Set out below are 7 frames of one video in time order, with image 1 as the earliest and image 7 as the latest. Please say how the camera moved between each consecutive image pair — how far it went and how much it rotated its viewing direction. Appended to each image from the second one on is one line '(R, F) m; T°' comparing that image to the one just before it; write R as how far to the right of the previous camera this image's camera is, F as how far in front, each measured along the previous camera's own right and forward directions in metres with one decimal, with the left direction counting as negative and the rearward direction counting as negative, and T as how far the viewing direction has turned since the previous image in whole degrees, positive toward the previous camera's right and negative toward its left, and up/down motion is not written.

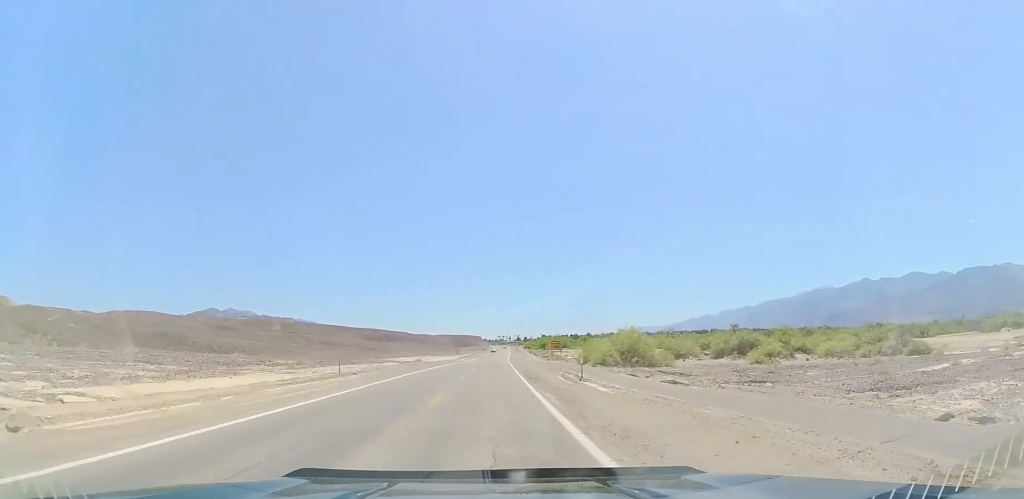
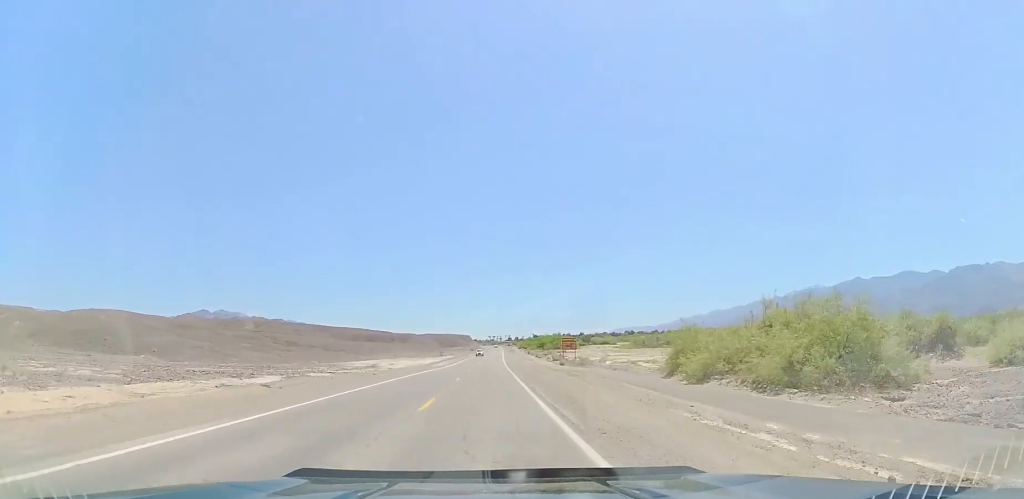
(+0.3, +32.1) m; +1°
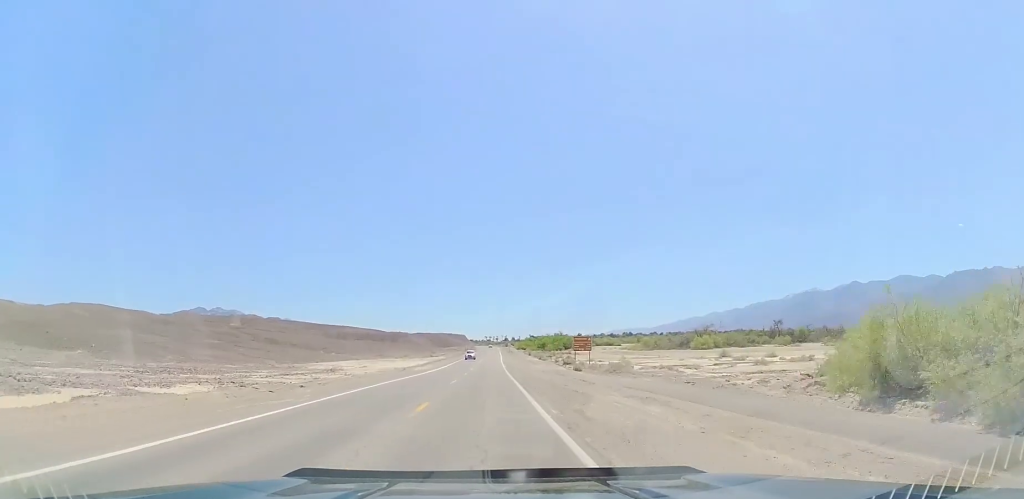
(+0.3, +15.6) m; 0°
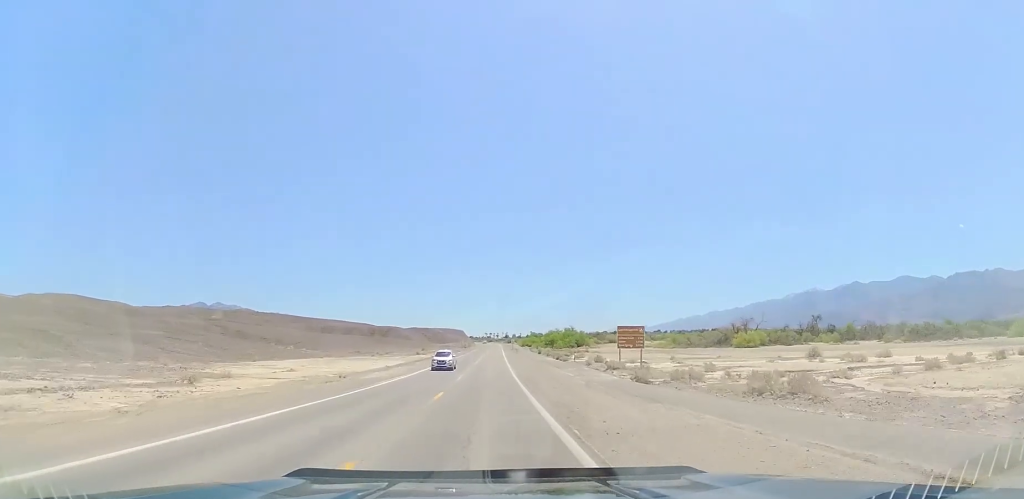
(-0.3, +24.5) m; 0°
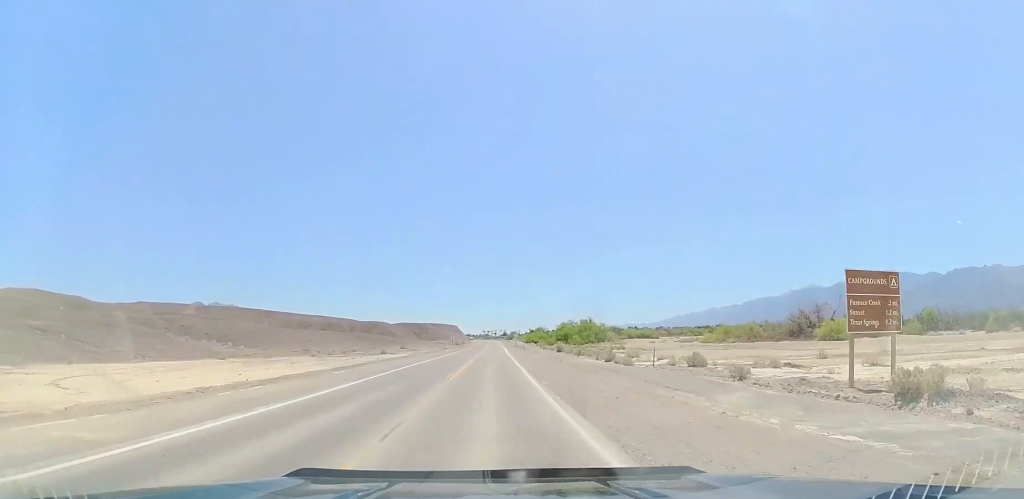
(+0.6, +32.0) m; +1°
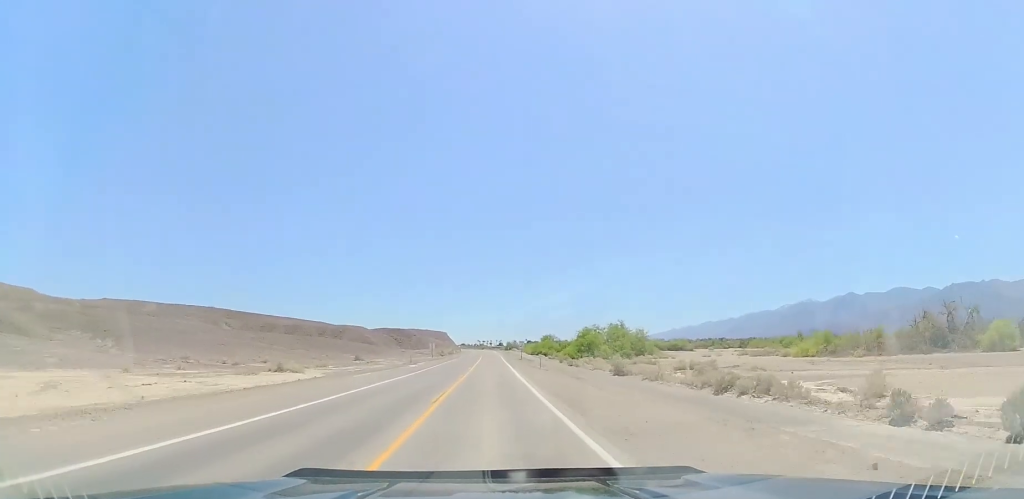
(-0.6, +35.4) m; -1°
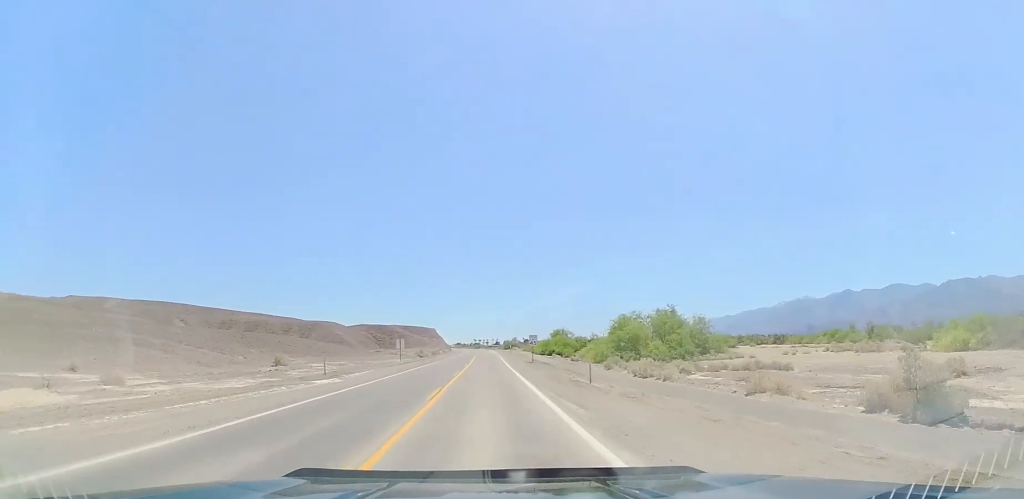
(+0.3, +29.4) m; 0°
